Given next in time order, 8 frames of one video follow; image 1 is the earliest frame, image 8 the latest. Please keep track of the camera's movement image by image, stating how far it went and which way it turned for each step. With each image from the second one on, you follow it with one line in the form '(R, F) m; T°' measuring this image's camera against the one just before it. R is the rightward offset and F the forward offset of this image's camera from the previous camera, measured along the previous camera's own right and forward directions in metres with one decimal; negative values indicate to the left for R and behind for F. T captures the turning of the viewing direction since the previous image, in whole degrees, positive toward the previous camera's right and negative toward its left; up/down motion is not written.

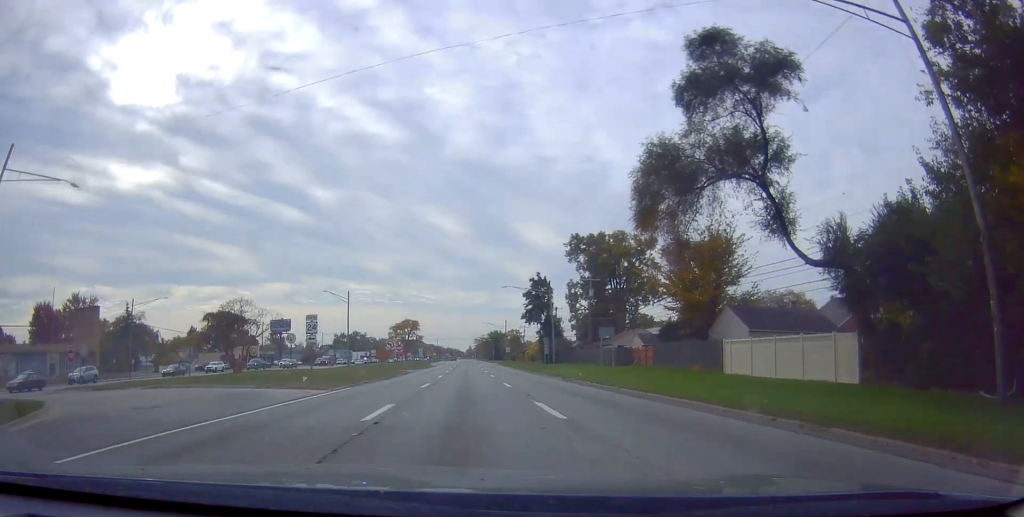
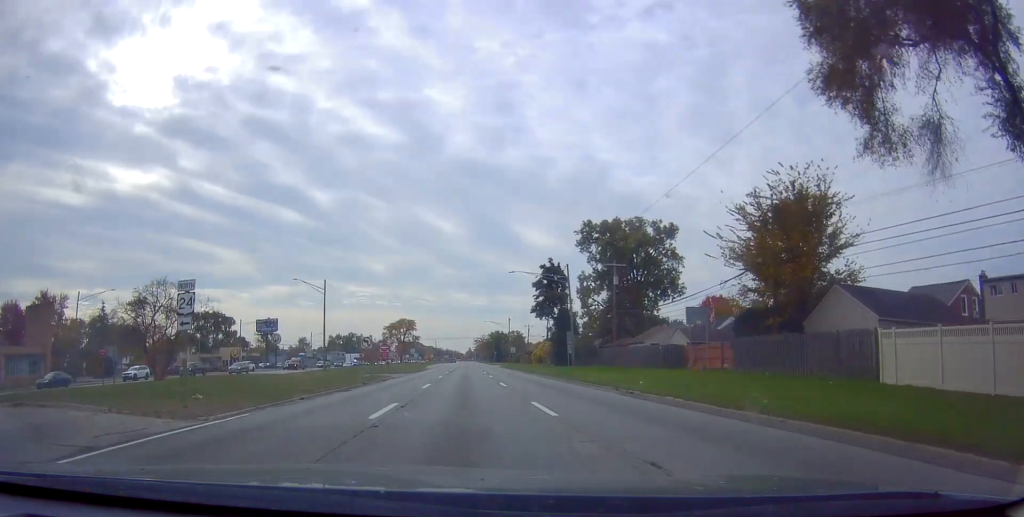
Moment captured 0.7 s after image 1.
(-0.1, +13.9) m; 0°
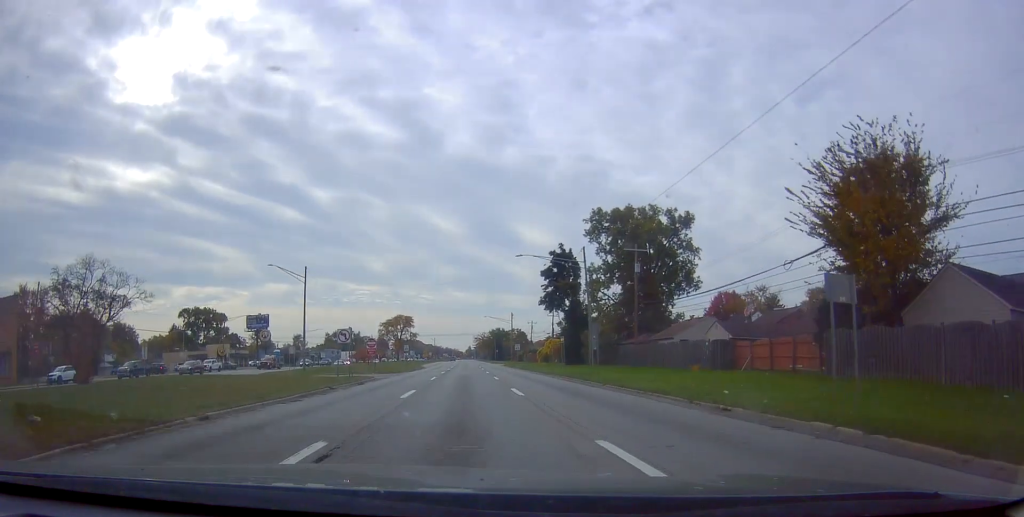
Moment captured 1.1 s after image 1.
(-0.2, +8.7) m; 0°
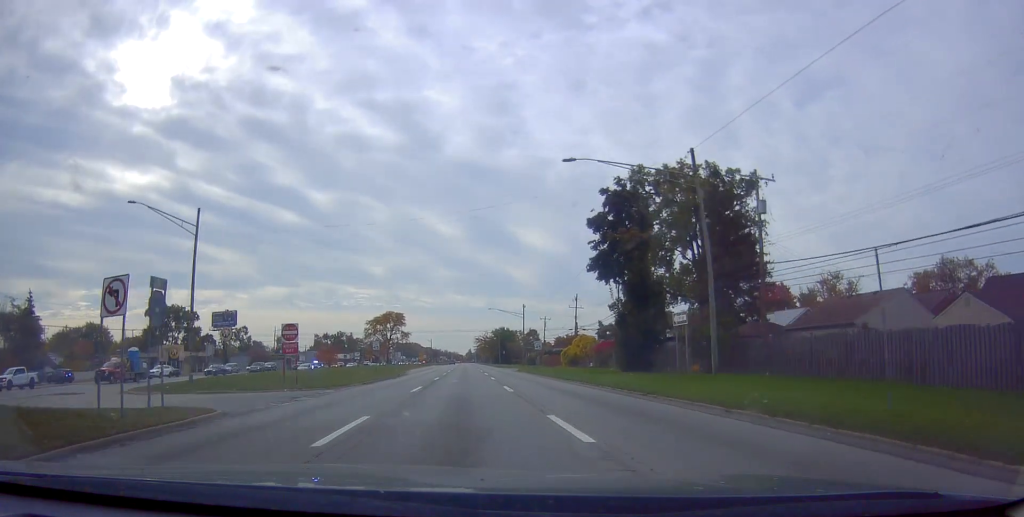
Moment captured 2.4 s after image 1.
(0.0, +26.4) m; -1°
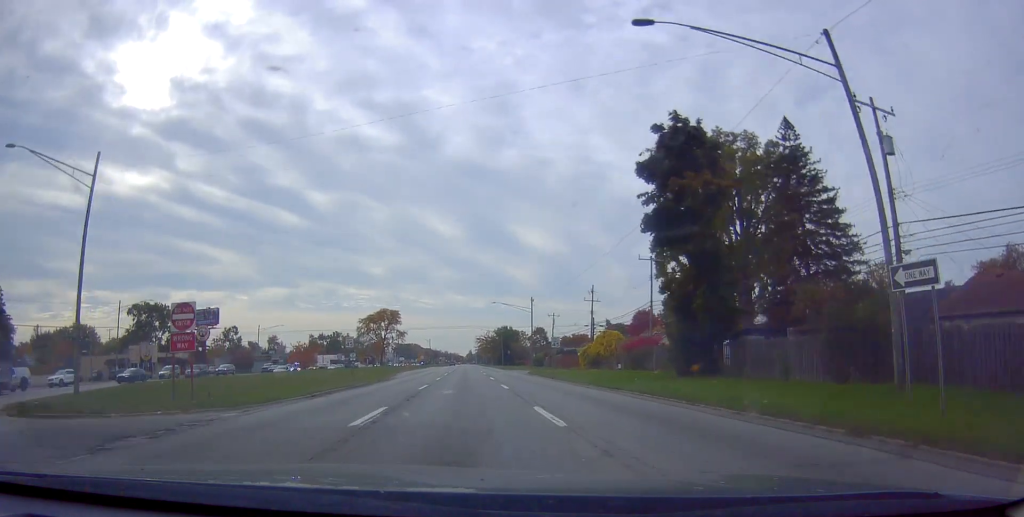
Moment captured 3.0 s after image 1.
(-0.5, +12.2) m; 0°
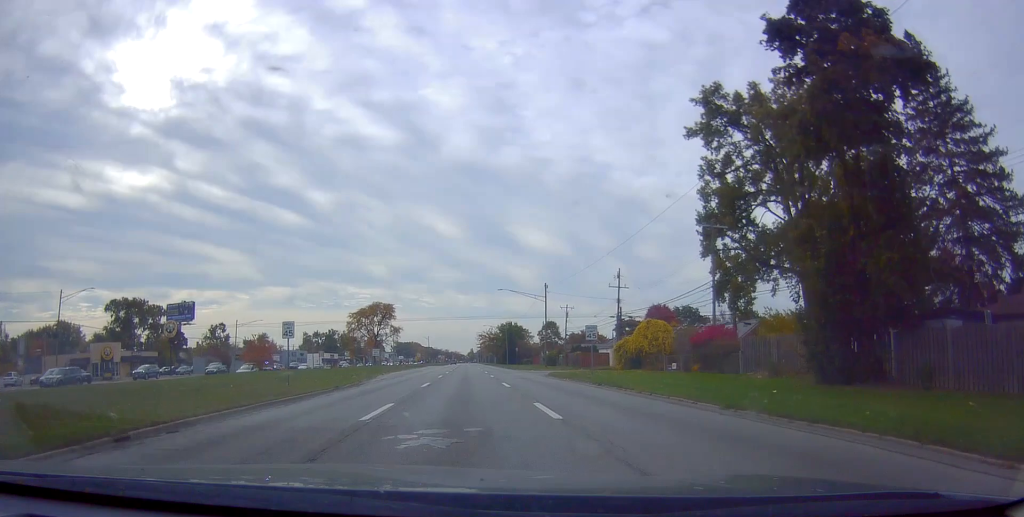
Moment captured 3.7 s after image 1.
(+0.4, +14.5) m; 0°
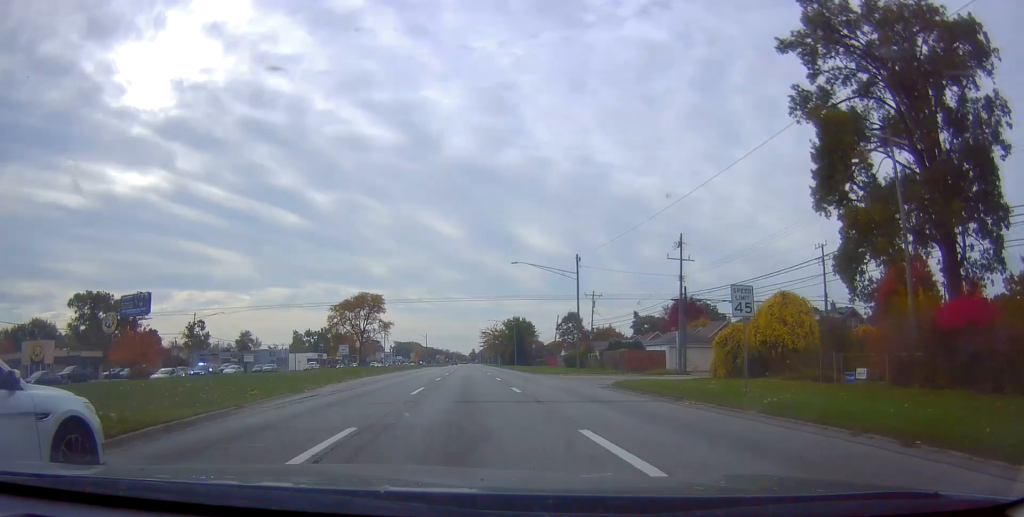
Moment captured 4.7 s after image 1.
(-0.1, +21.0) m; 0°
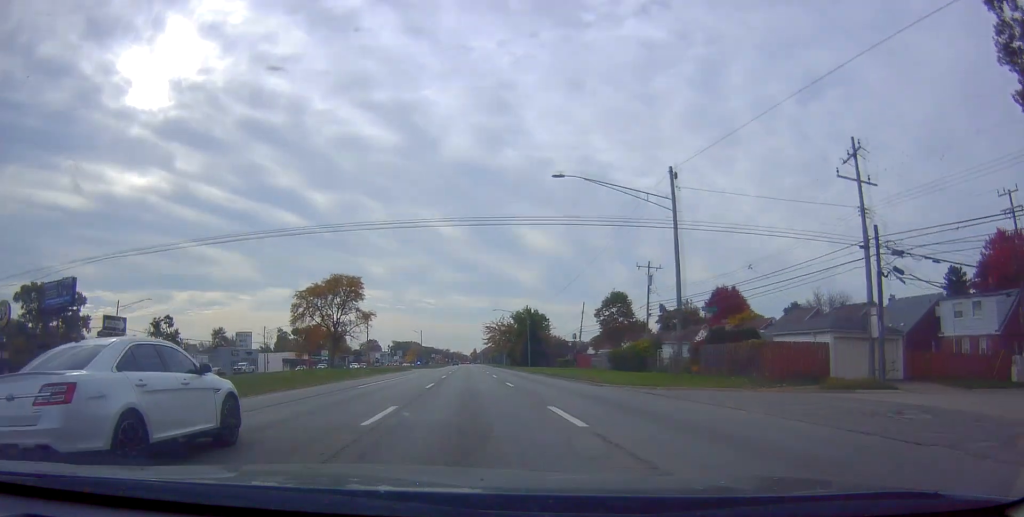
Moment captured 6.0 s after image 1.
(+0.4, +26.0) m; +1°
